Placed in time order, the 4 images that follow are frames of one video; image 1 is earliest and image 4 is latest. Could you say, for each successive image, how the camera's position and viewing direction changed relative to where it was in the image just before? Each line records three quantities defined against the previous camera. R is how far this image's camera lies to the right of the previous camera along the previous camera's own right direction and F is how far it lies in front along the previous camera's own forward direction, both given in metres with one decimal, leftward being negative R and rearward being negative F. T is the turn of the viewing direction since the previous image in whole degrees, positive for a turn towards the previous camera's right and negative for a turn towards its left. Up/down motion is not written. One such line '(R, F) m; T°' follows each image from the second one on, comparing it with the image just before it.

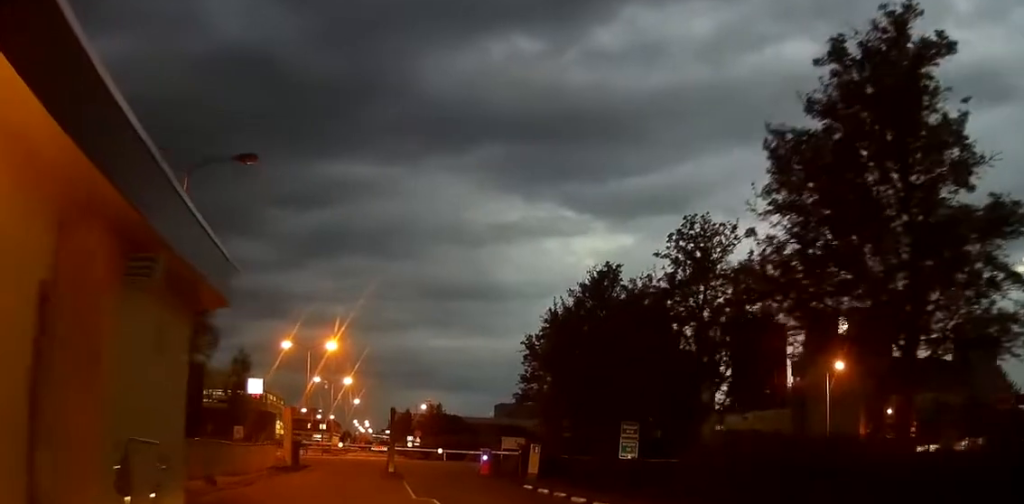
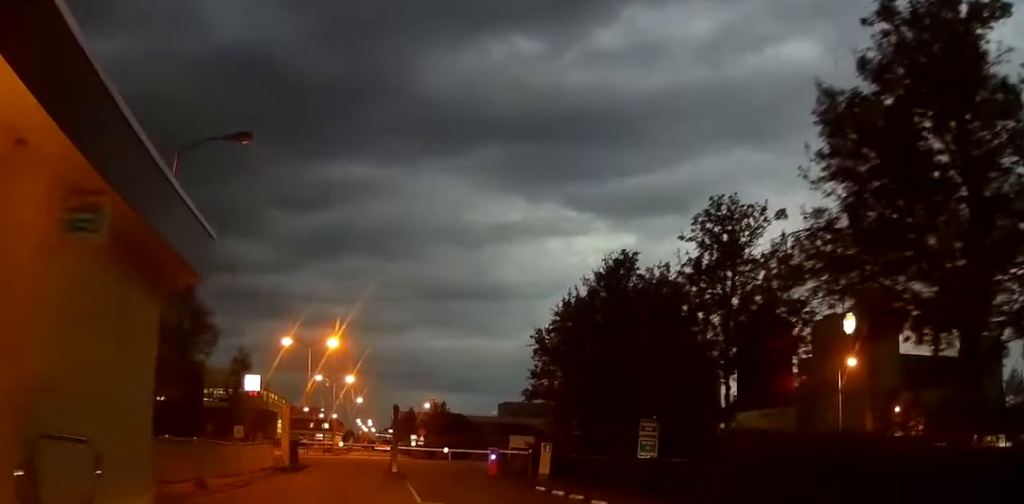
(0.0, +1.7) m; -1°
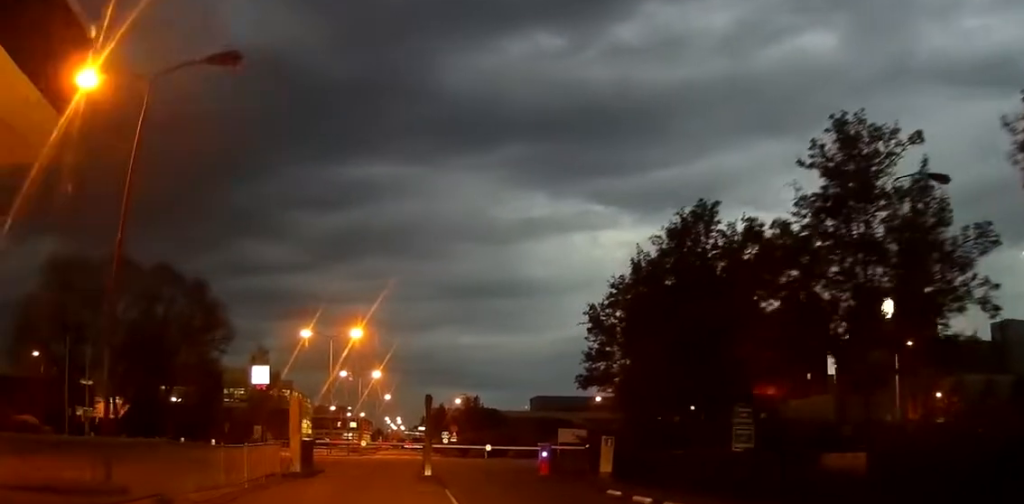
(-0.1, +5.6) m; -3°
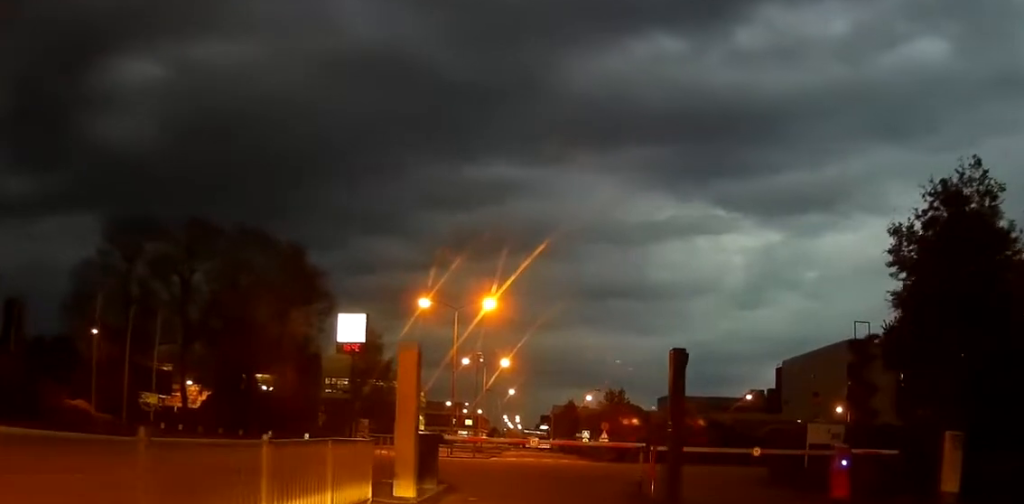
(-1.2, +13.7) m; -2°
